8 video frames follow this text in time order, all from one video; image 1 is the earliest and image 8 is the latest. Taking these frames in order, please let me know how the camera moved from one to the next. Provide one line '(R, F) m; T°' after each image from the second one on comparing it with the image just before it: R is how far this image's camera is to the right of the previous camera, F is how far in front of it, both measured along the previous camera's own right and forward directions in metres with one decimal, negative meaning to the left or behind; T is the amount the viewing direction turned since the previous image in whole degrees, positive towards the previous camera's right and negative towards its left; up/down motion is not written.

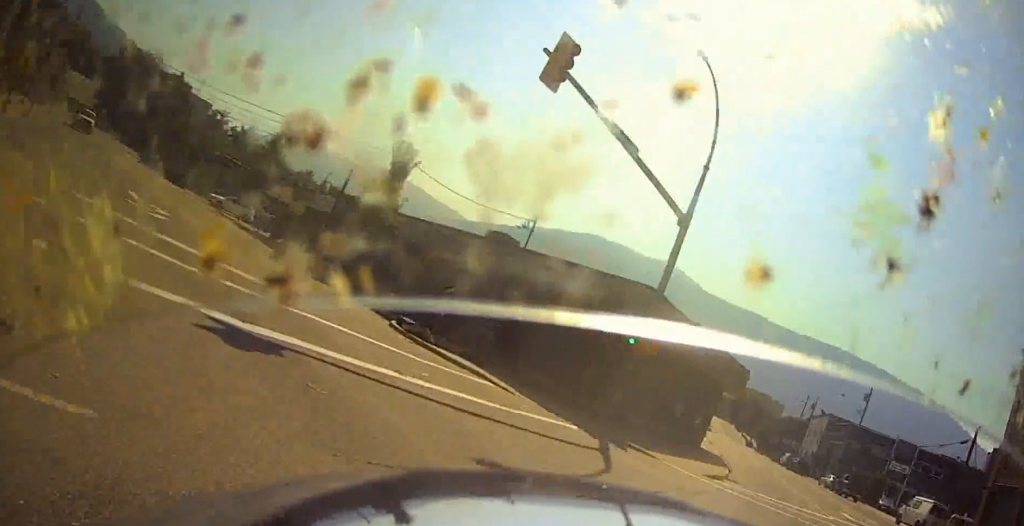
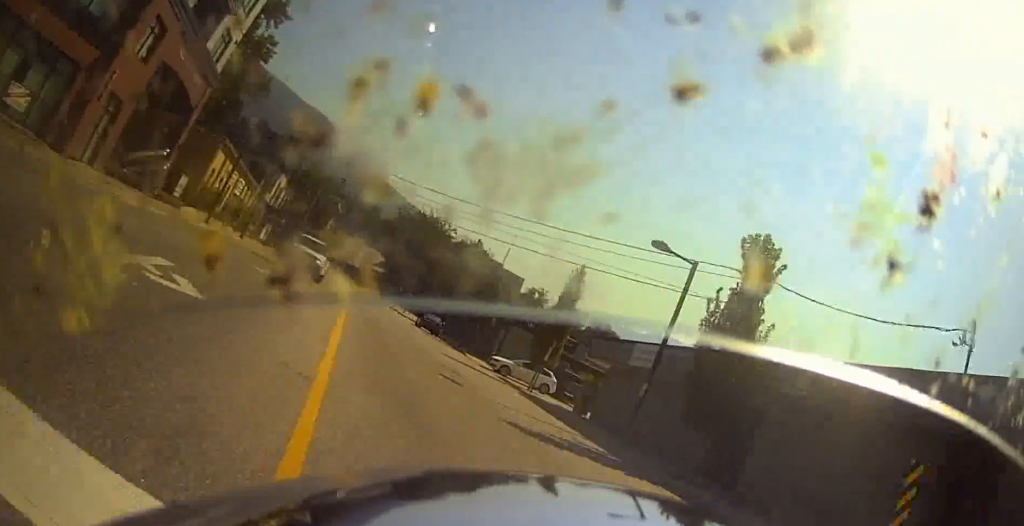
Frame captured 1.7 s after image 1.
(-1.9, +11.2) m; -24°
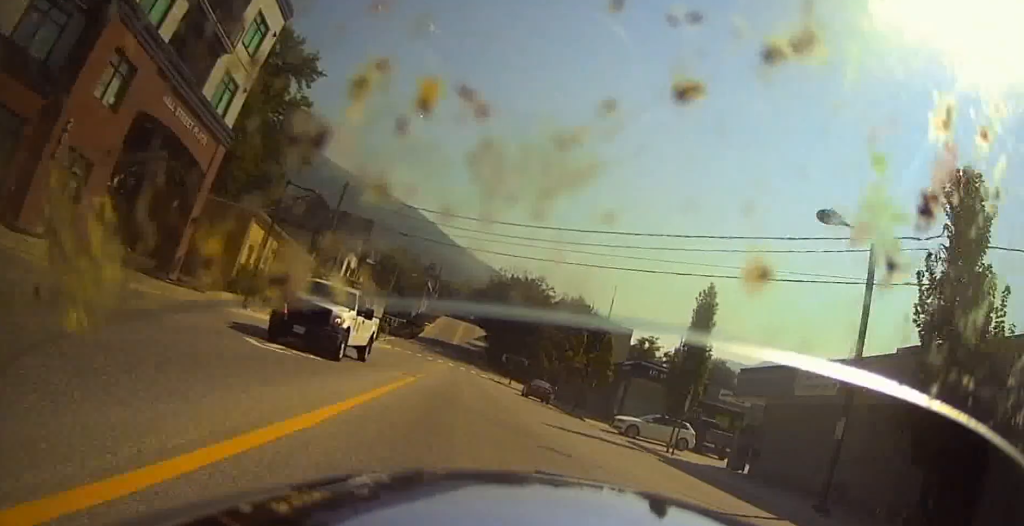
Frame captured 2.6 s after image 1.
(-0.7, +5.7) m; -11°
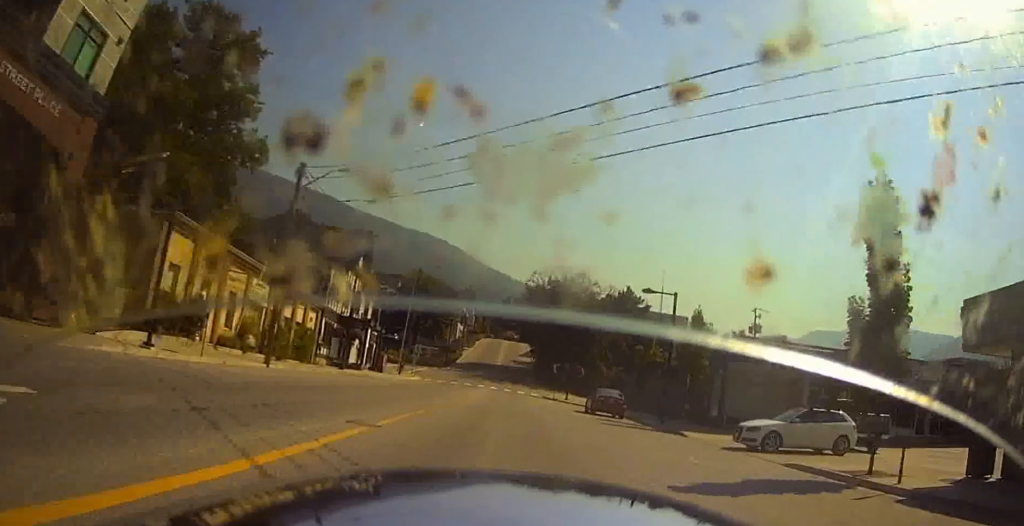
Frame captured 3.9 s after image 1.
(-1.2, +10.7) m; -9°
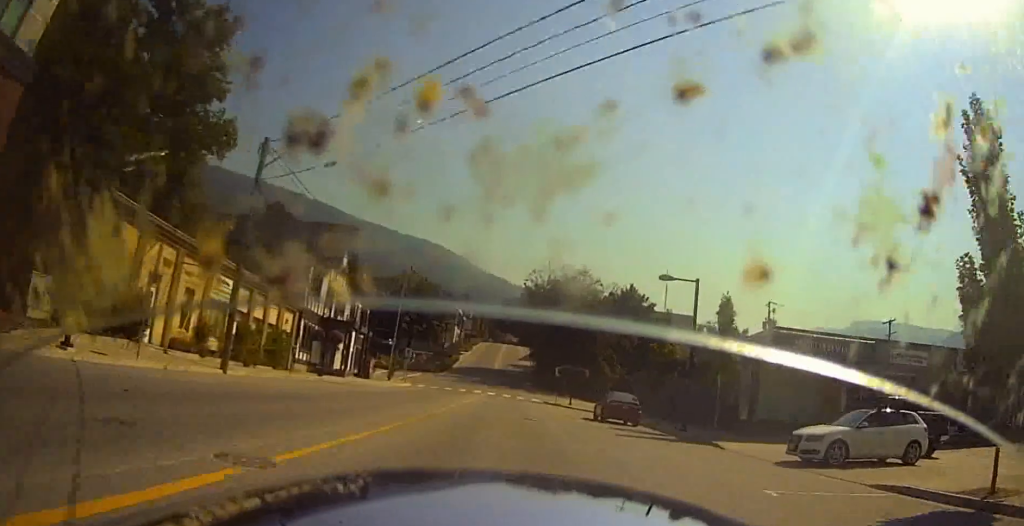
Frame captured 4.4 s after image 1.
(-0.3, +4.0) m; 0°
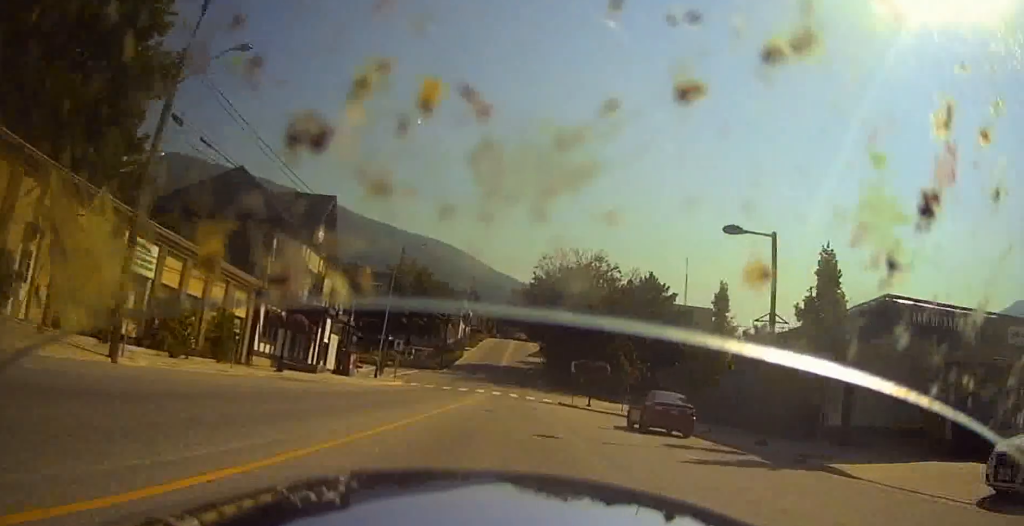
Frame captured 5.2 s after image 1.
(+0.2, +7.8) m; -2°
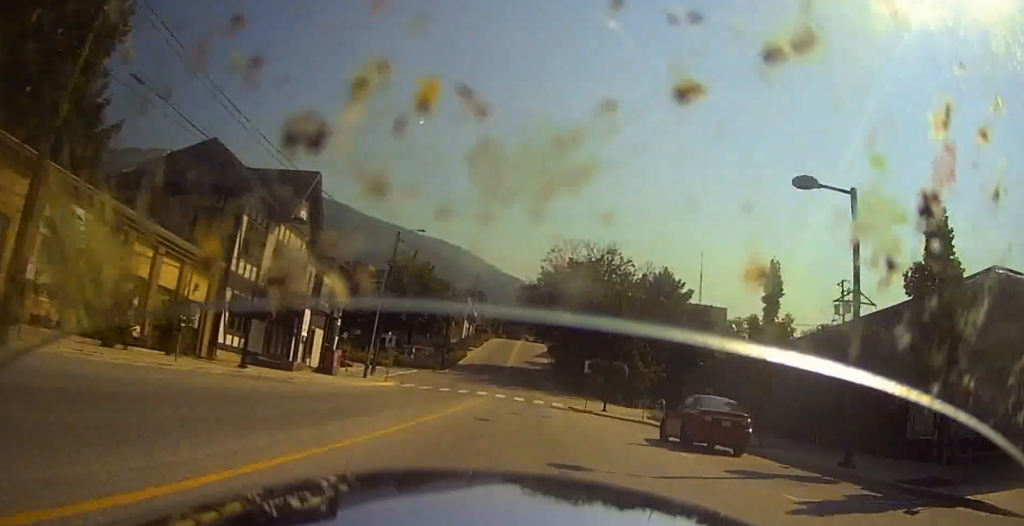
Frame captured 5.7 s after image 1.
(+0.3, +4.9) m; -2°
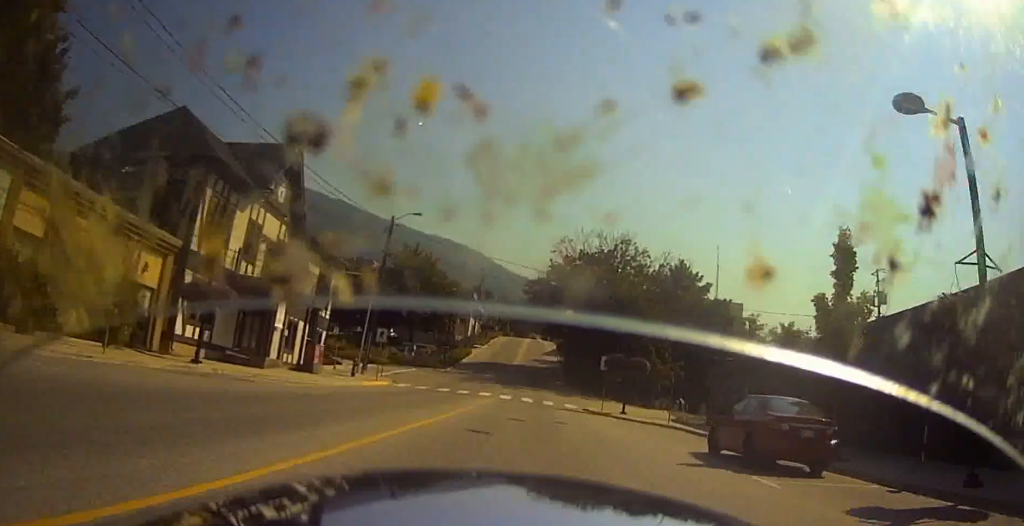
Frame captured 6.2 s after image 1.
(-0.5, +4.8) m; -3°
